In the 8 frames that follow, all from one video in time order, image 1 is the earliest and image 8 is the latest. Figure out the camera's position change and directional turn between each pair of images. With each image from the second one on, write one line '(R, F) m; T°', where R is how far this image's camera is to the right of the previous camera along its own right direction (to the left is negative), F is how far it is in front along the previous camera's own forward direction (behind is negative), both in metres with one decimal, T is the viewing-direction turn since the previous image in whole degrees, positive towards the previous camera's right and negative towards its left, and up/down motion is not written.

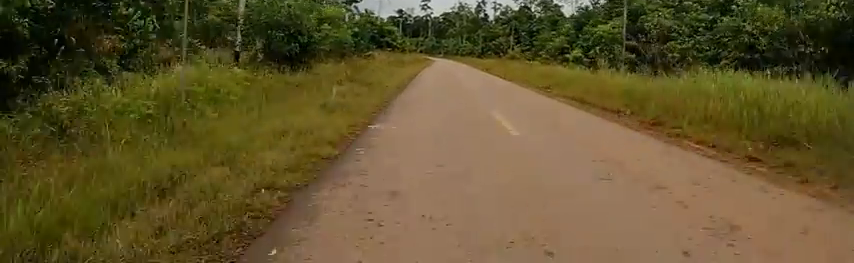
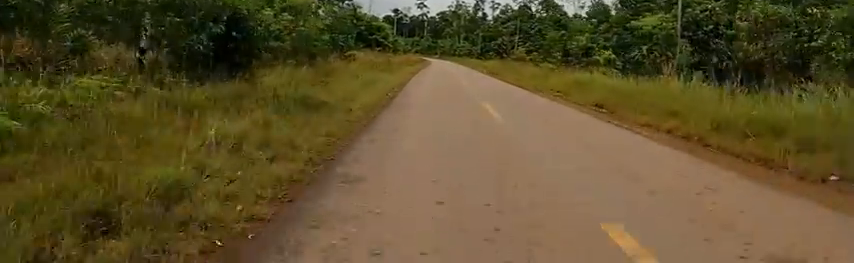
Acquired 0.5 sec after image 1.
(0.0, +7.1) m; +1°
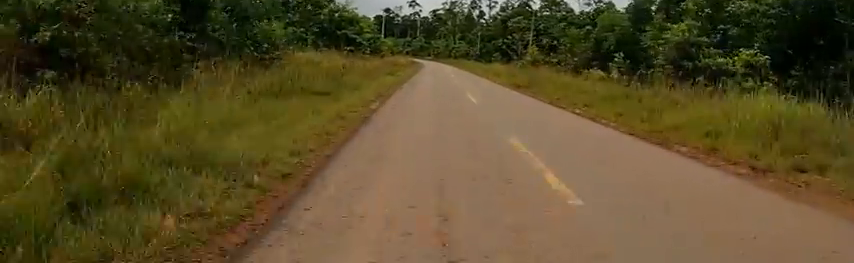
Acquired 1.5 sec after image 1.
(+0.2, +12.5) m; +1°
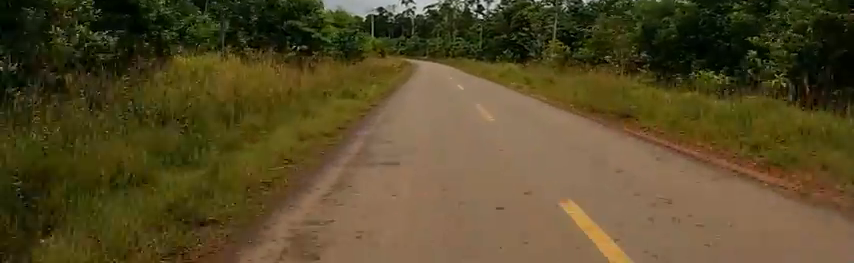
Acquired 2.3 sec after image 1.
(+0.2, +11.9) m; -1°
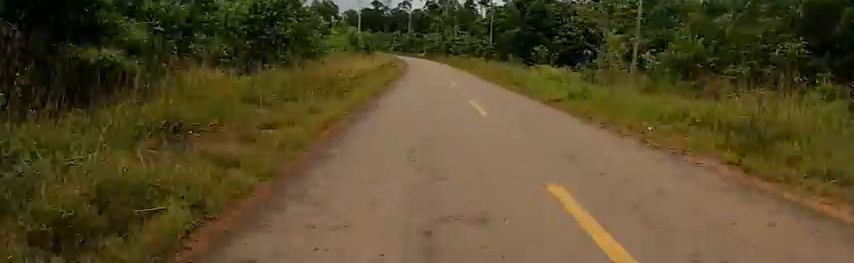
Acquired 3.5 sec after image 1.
(-0.4, +15.8) m; 0°
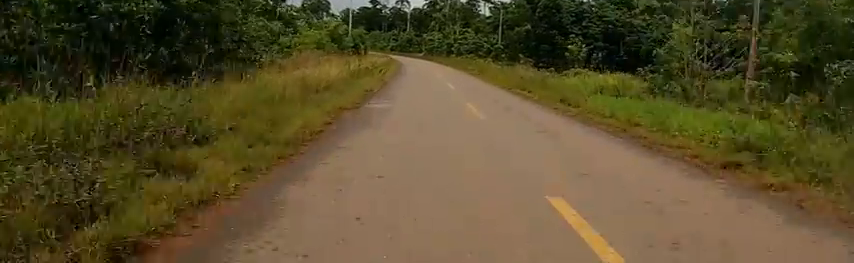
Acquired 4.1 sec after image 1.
(+0.6, +8.8) m; 0°
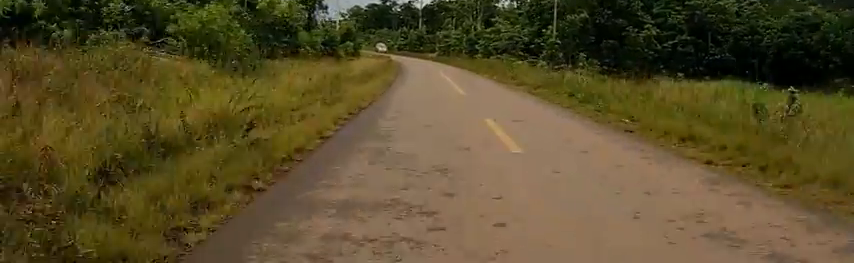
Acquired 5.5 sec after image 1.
(-1.5, +19.3) m; -5°
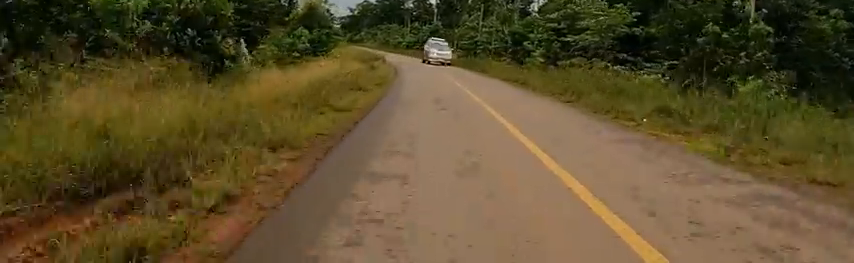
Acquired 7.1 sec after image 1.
(-0.1, +20.1) m; 0°
